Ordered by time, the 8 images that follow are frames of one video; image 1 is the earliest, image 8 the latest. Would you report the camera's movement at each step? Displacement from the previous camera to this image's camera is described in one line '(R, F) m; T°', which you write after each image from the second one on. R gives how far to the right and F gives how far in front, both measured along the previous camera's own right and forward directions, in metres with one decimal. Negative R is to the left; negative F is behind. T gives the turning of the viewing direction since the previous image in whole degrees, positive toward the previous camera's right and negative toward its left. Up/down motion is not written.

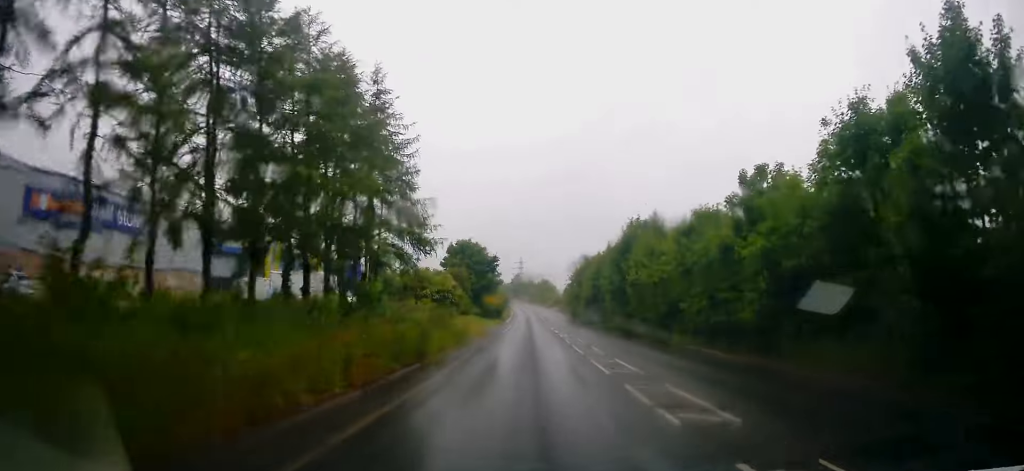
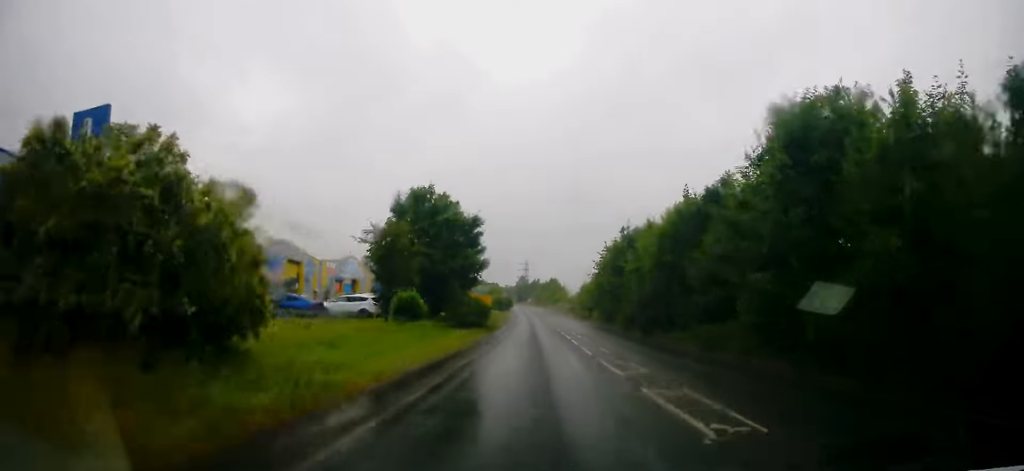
(-1.1, +30.9) m; 0°
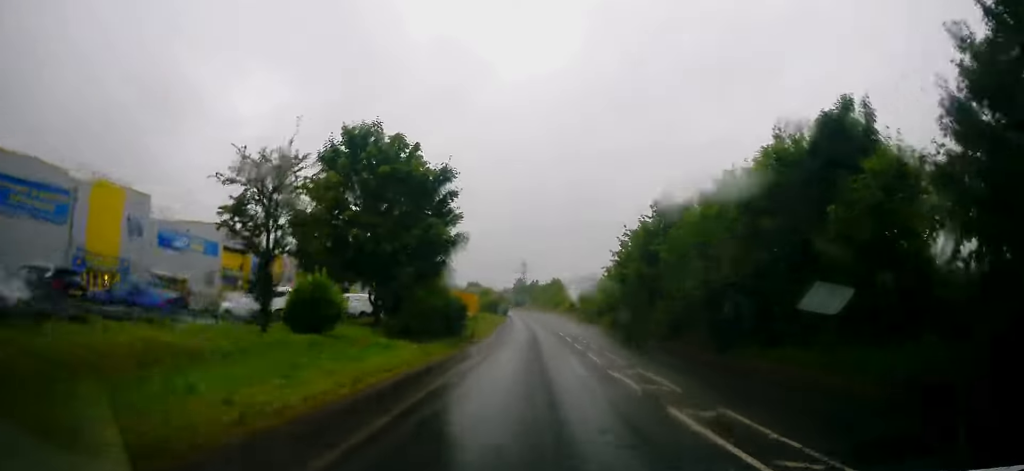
(+0.5, +13.7) m; +2°
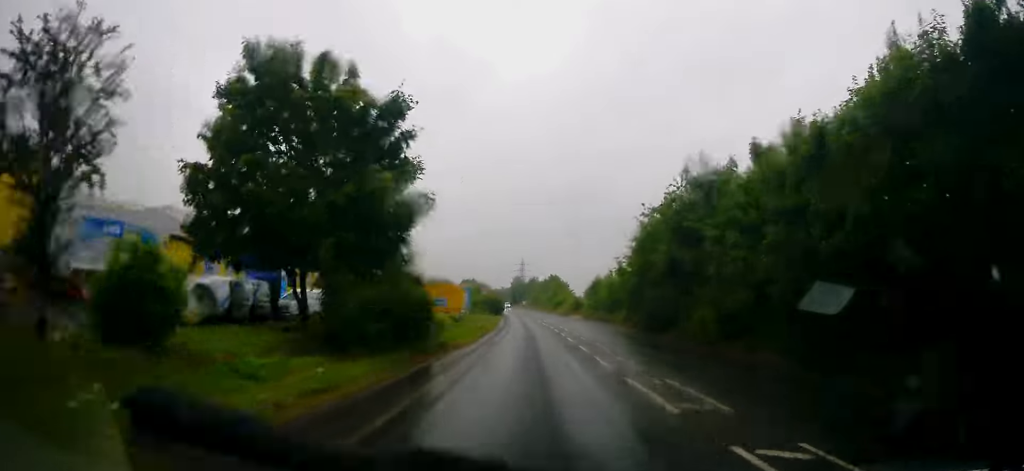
(0.0, +8.6) m; -1°
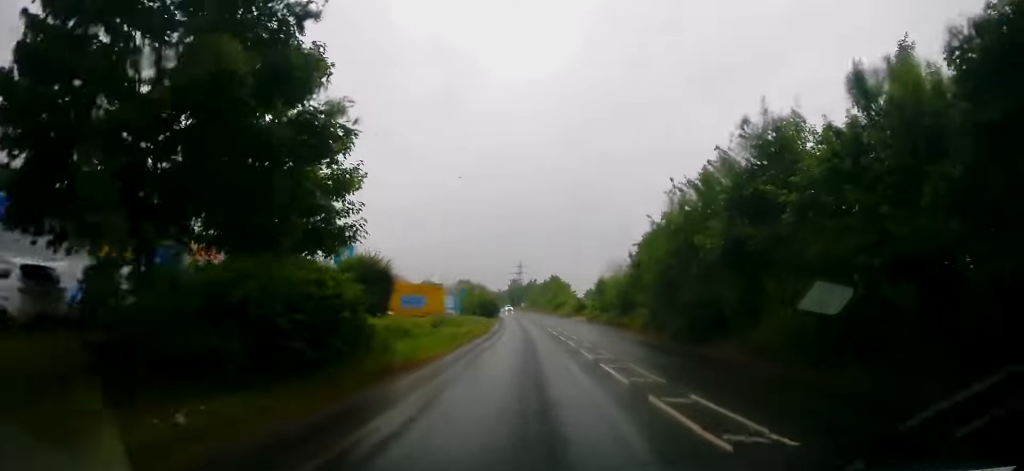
(+0.1, +8.1) m; -1°
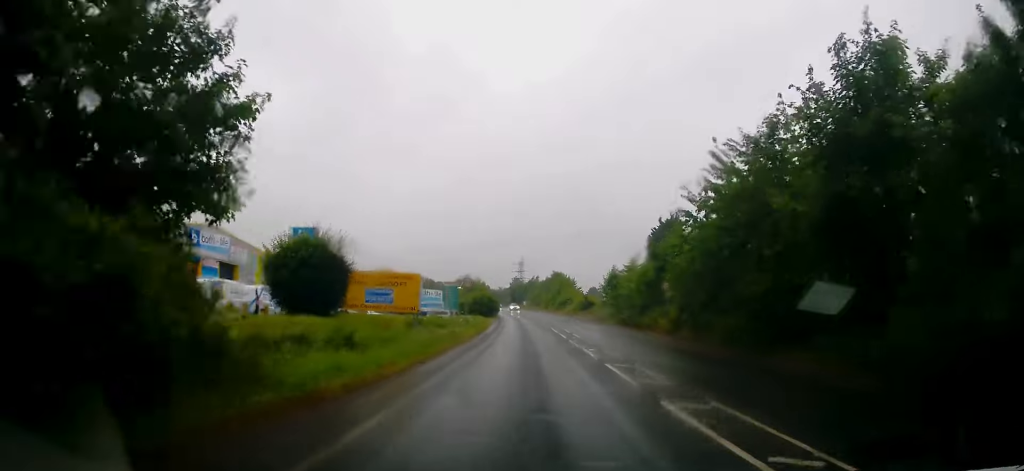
(-0.2, +7.0) m; -1°
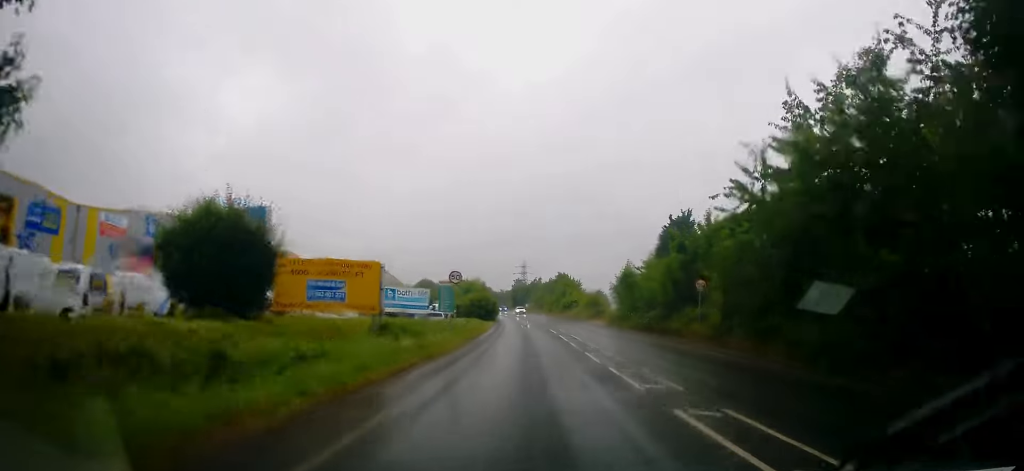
(-0.1, +6.5) m; -1°
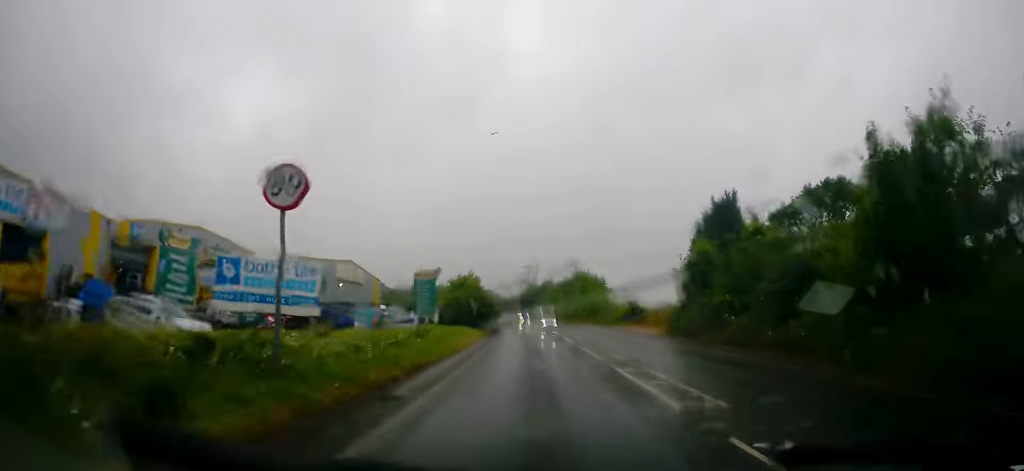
(-0.1, +19.3) m; 0°
